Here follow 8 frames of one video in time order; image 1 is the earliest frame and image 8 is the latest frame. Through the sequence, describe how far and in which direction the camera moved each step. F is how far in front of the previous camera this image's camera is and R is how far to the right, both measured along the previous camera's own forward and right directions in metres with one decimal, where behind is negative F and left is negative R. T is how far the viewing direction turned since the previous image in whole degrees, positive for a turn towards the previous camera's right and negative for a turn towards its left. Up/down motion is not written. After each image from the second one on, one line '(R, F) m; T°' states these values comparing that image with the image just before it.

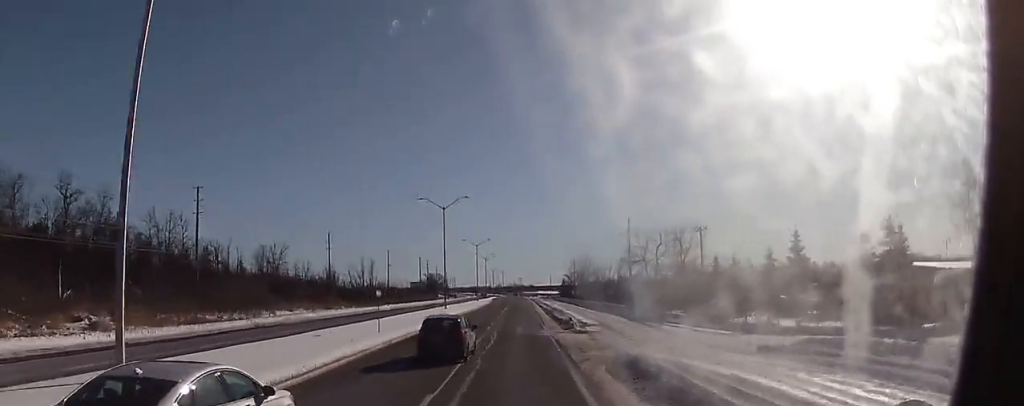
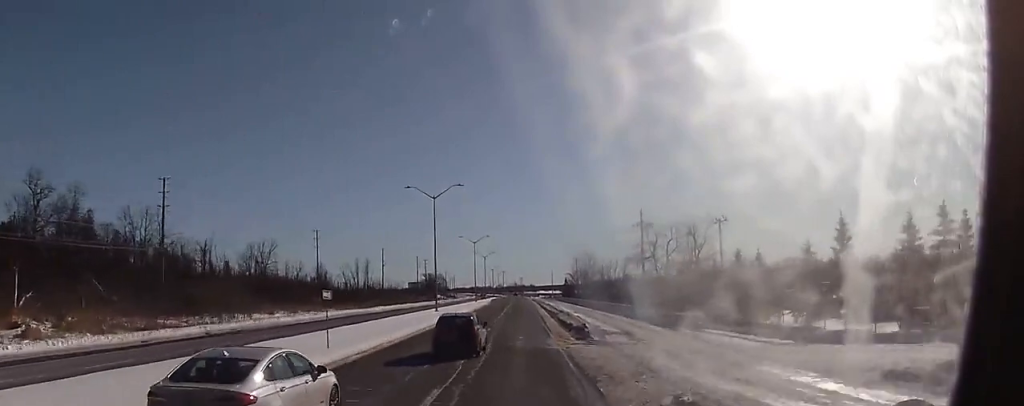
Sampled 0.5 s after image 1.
(+0.1, +8.6) m; 0°
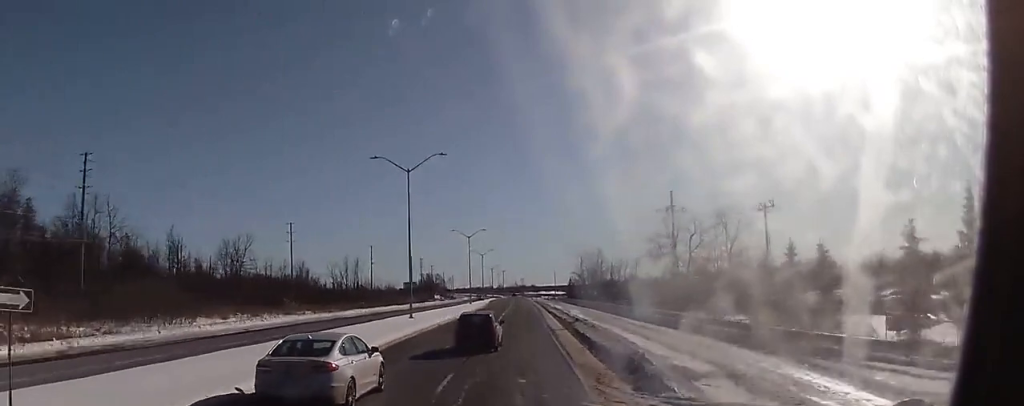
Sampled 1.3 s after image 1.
(-0.3, +15.5) m; 0°
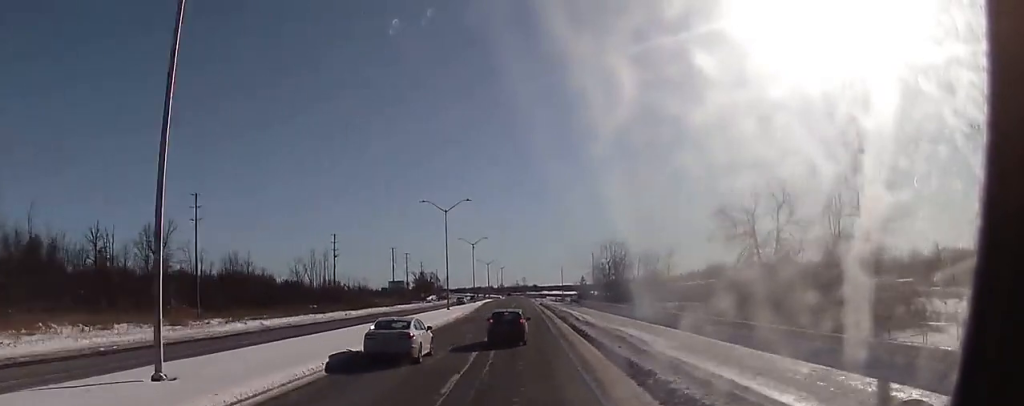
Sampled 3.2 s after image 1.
(+0.3, +35.8) m; -1°
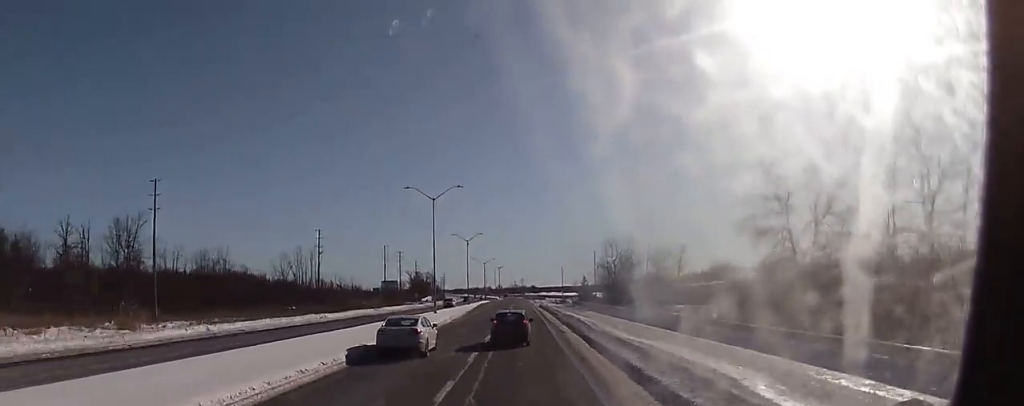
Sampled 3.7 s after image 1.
(-0.1, +9.8) m; 0°
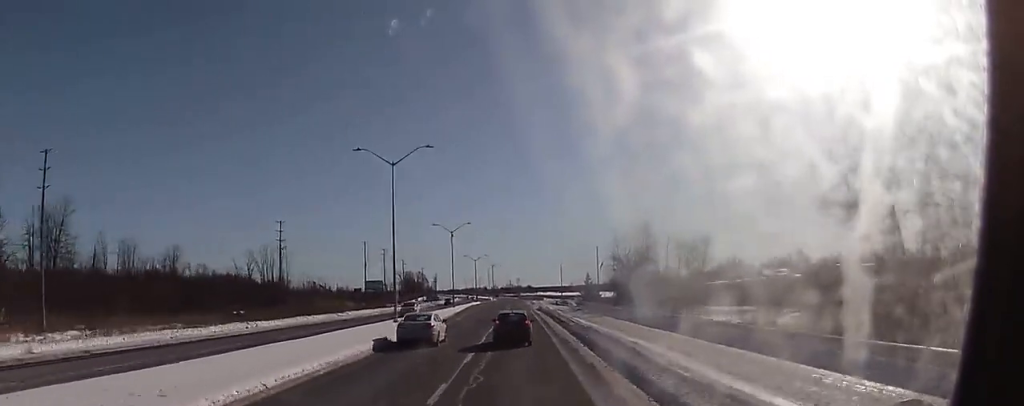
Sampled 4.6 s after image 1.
(0.0, +18.9) m; +1°
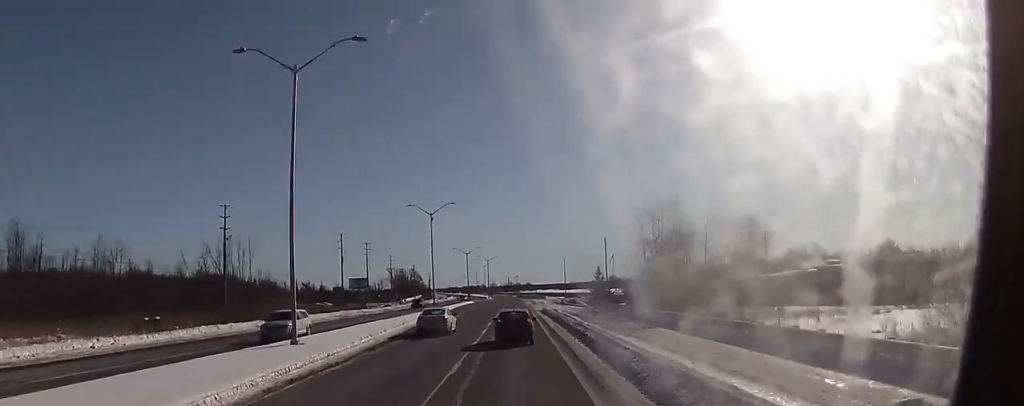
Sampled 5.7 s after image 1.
(+0.4, +21.6) m; +1°
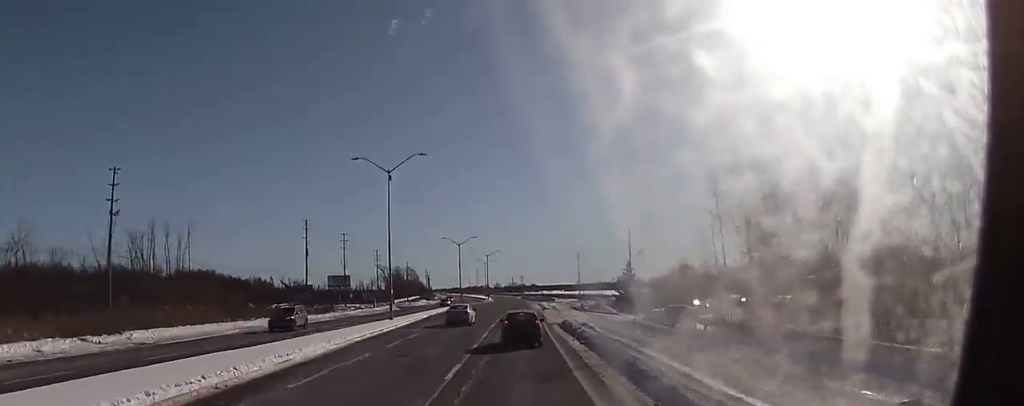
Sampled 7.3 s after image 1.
(+0.1, +29.8) m; 0°
